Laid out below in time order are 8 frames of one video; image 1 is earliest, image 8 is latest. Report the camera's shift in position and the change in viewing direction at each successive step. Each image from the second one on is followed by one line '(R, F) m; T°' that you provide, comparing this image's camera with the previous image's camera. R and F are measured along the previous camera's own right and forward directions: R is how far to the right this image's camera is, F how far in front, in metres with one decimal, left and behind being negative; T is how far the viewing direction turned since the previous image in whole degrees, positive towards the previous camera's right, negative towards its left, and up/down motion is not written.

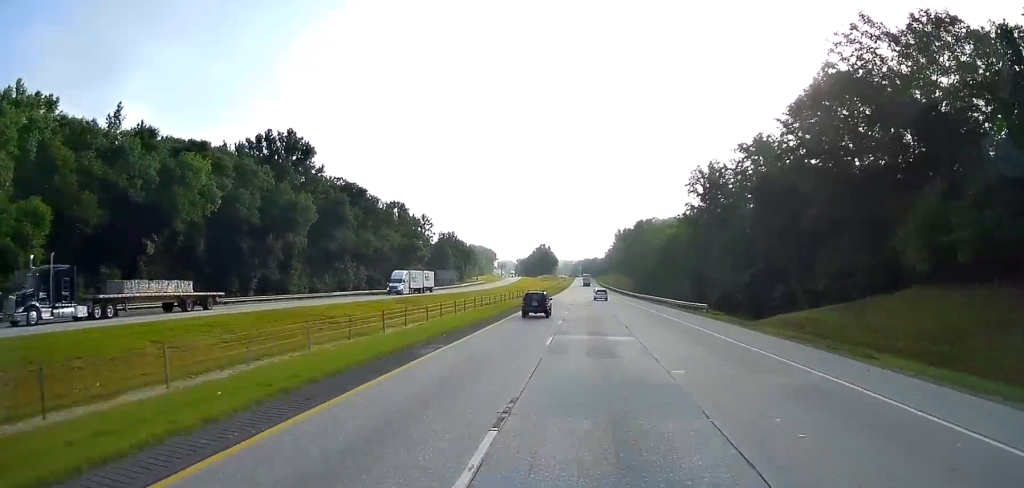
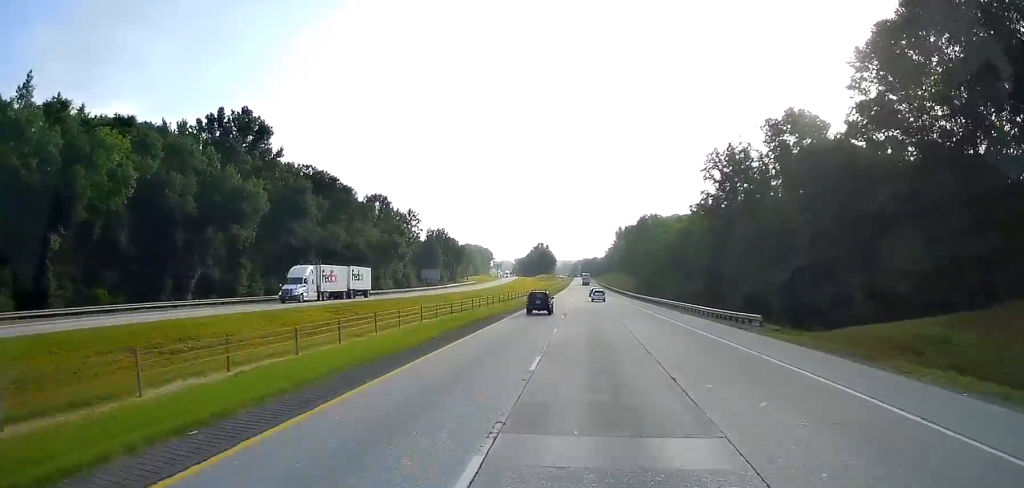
(0.0, +18.9) m; 0°
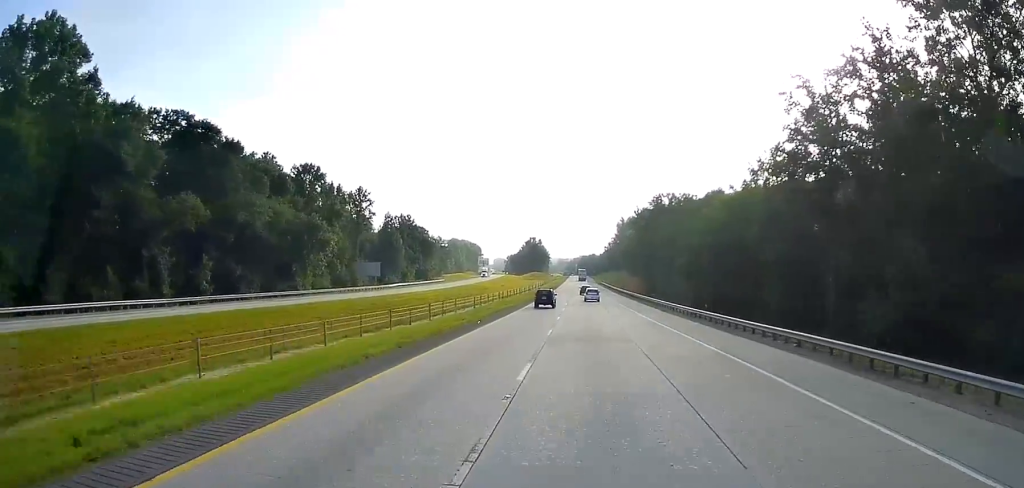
(-0.5, +50.5) m; -1°
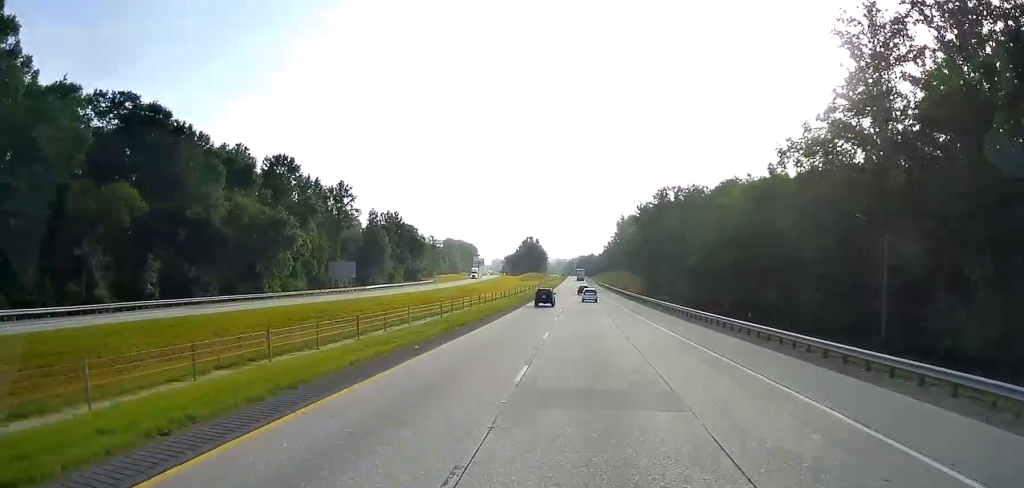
(-0.1, +13.7) m; +1°
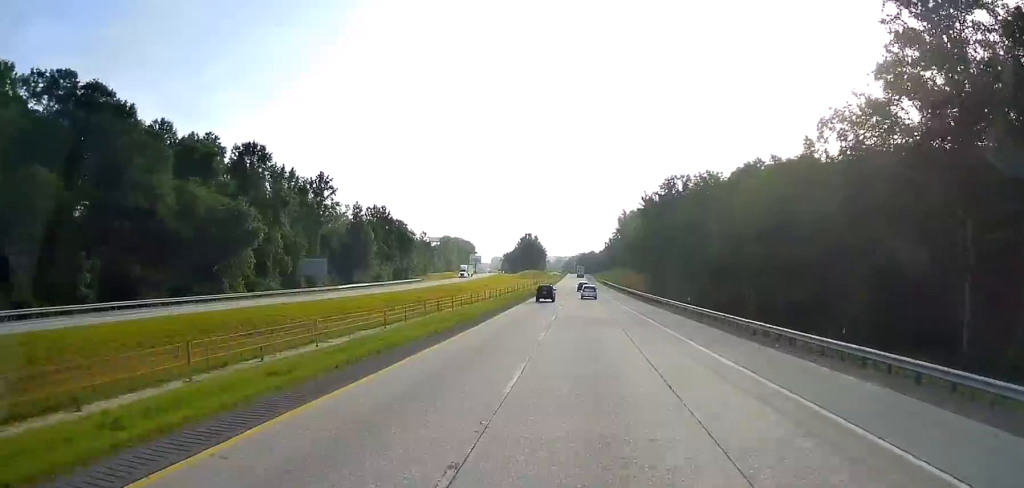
(-0.1, +13.6) m; +1°
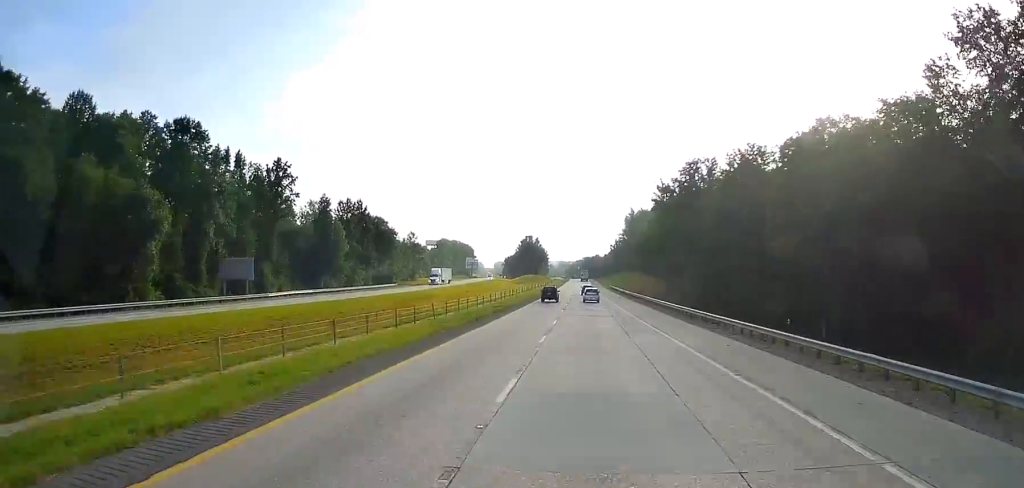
(+0.8, +25.4) m; +1°
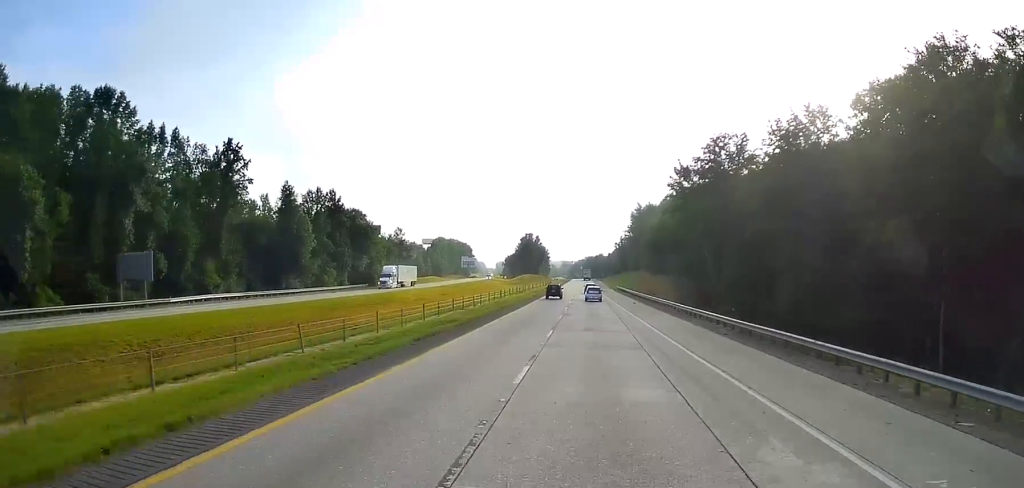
(-0.3, +21.4) m; -1°
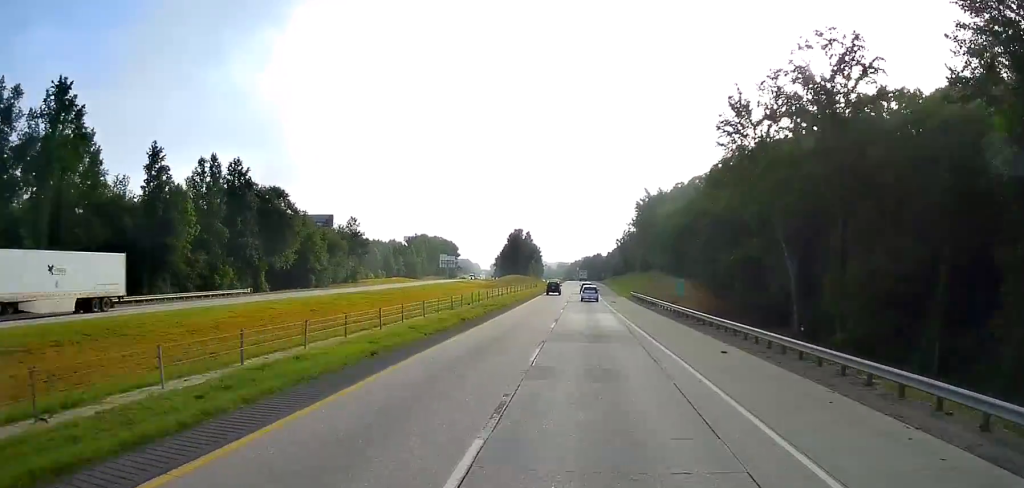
(-0.7, +44.5) m; 0°
